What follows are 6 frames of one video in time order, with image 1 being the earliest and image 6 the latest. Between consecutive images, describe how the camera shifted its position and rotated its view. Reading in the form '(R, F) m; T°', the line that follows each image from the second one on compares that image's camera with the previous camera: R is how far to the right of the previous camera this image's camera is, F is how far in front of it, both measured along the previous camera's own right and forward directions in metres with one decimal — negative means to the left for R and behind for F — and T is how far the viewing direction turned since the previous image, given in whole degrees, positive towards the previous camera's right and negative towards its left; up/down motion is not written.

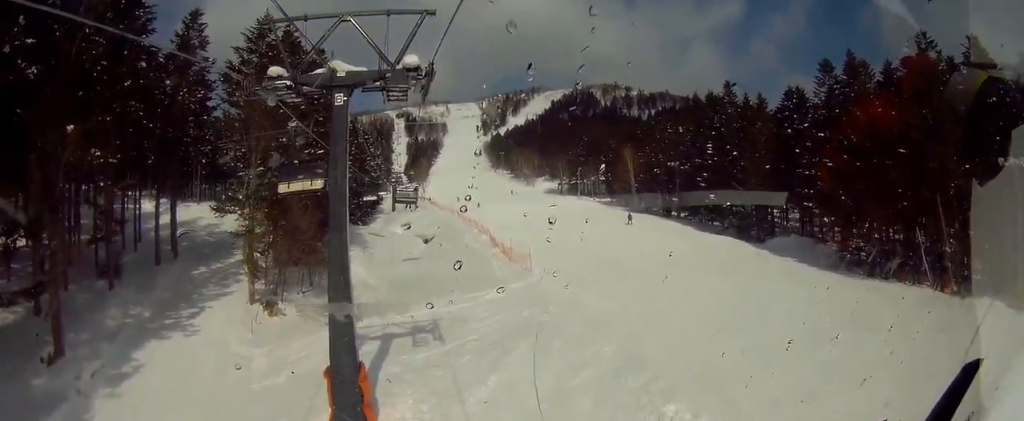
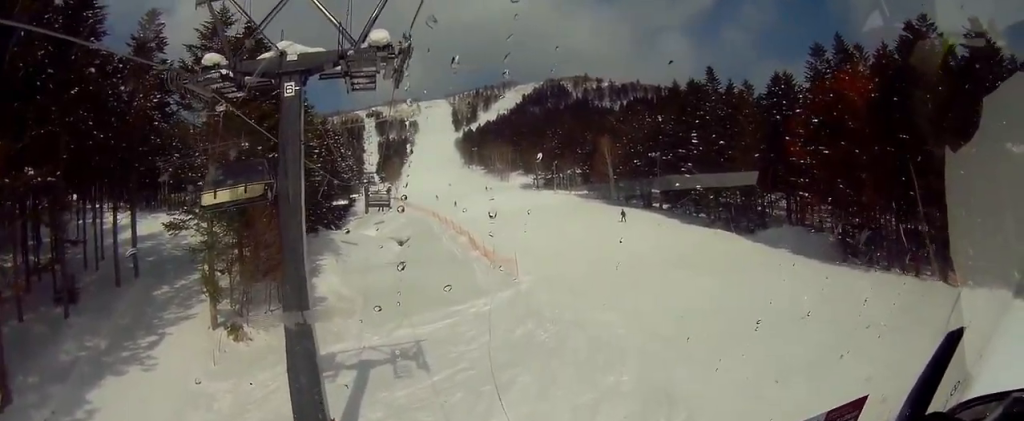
(+0.2, +3.4) m; +3°
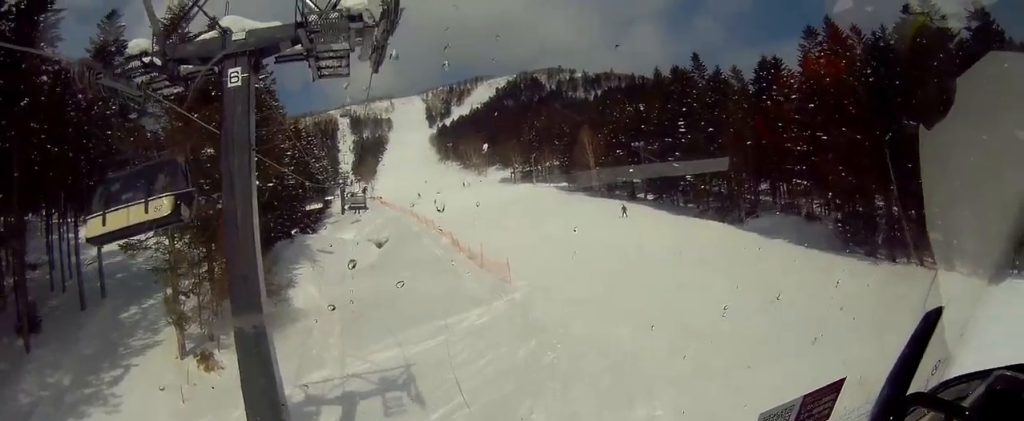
(0.0, +3.3) m; 0°
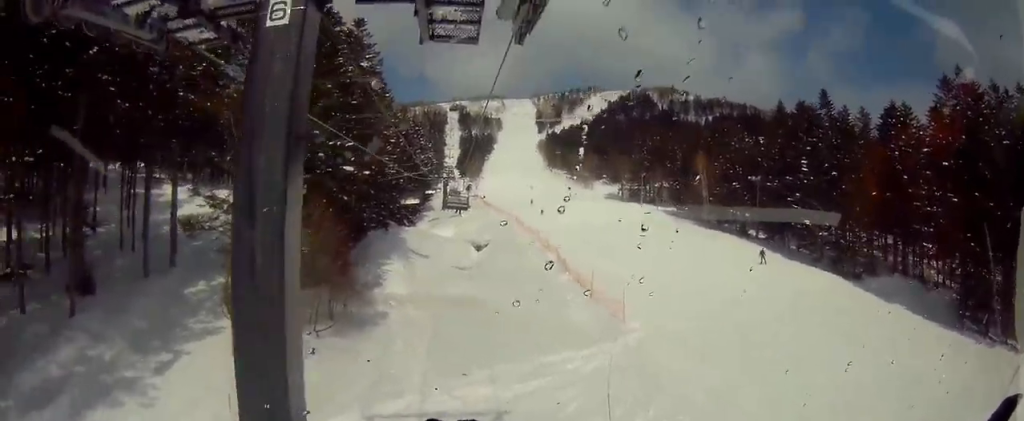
(0.0, +4.4) m; -4°
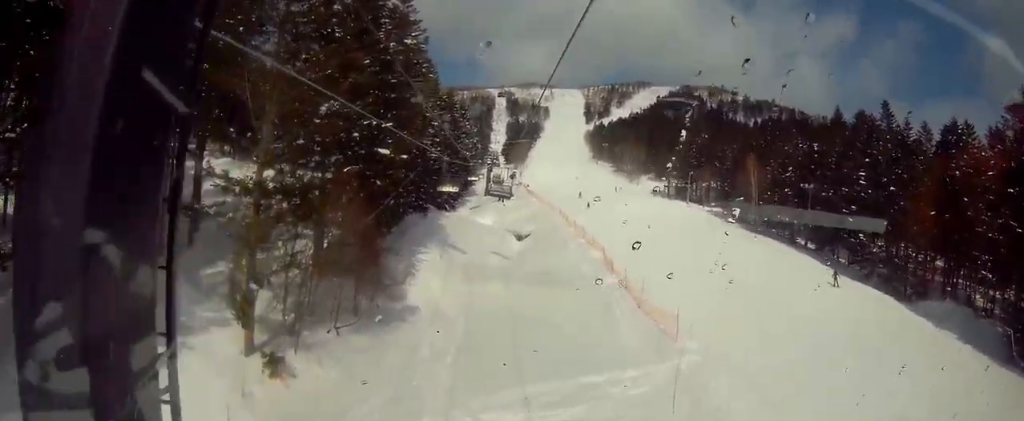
(+0.2, +3.5) m; -10°
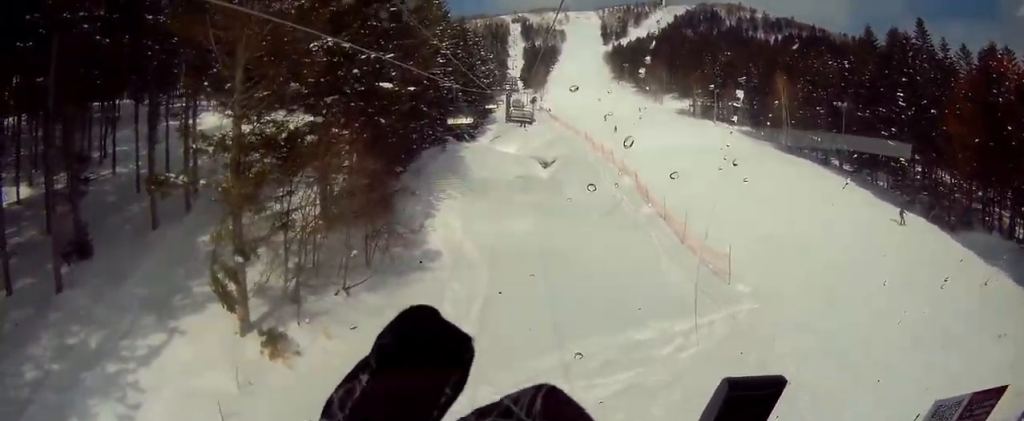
(-0.9, +3.4) m; 0°
